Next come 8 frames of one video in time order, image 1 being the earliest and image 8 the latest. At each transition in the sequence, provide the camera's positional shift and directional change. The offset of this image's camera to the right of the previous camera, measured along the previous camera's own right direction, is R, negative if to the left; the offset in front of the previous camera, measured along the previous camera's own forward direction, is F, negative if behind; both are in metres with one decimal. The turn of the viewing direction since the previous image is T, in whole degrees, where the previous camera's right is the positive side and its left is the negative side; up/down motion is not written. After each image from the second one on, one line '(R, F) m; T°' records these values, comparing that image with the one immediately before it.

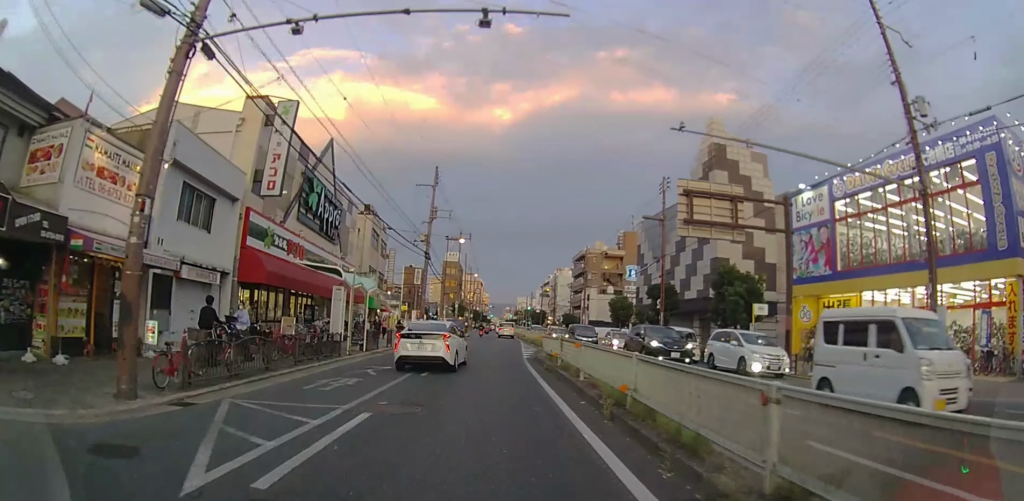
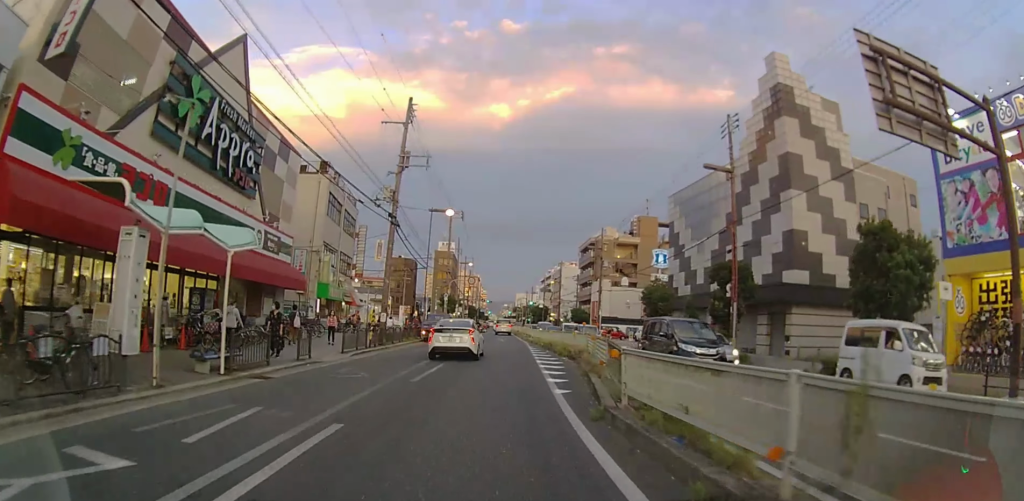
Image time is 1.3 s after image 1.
(0.0, +12.2) m; 0°
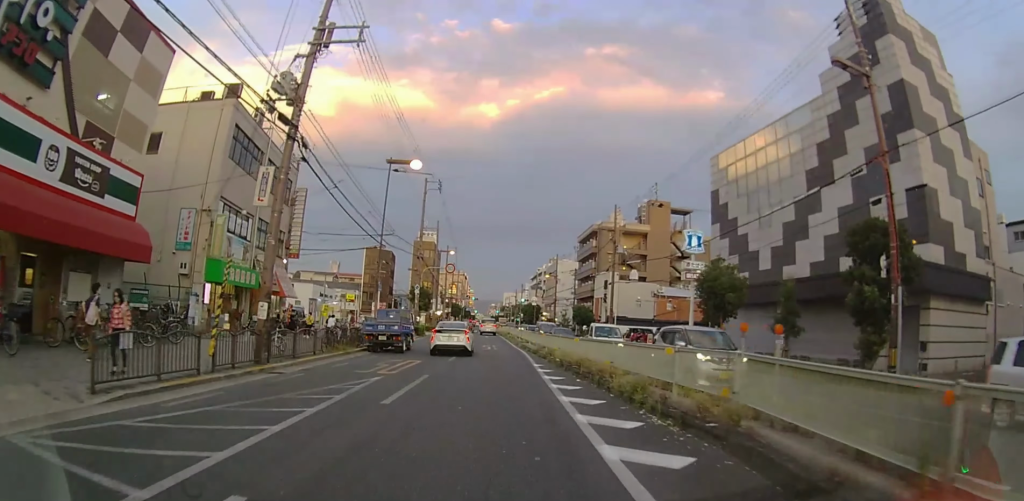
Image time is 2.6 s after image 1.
(0.0, +12.2) m; 0°
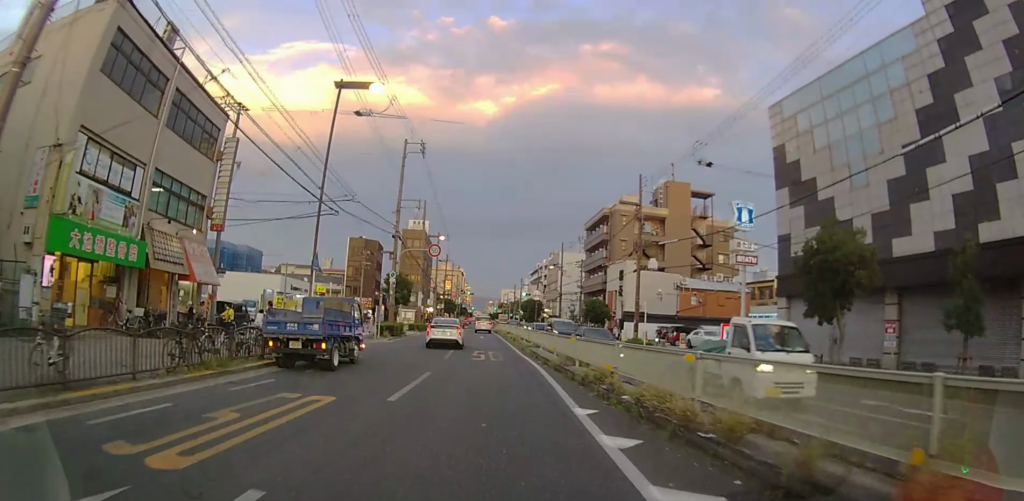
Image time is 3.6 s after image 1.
(0.0, +9.7) m; 0°
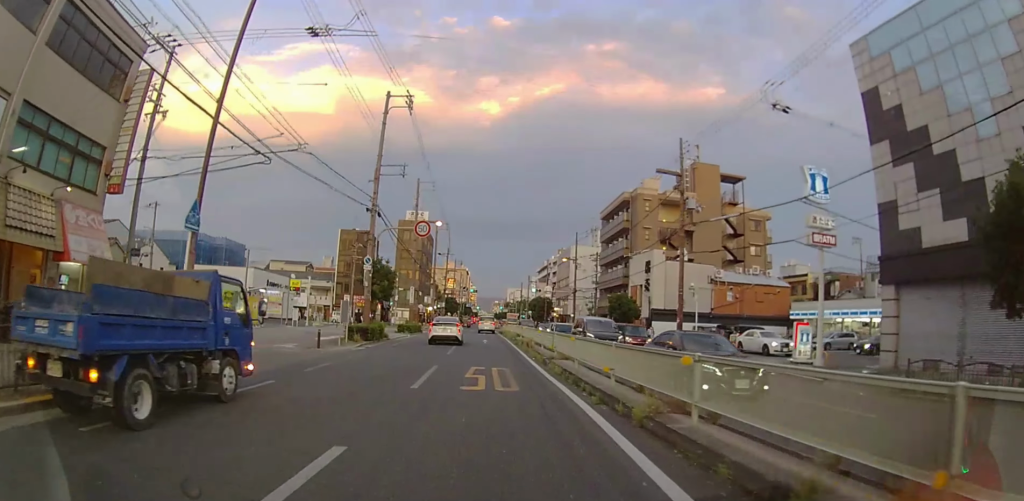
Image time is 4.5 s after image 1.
(0.0, +8.3) m; 0°
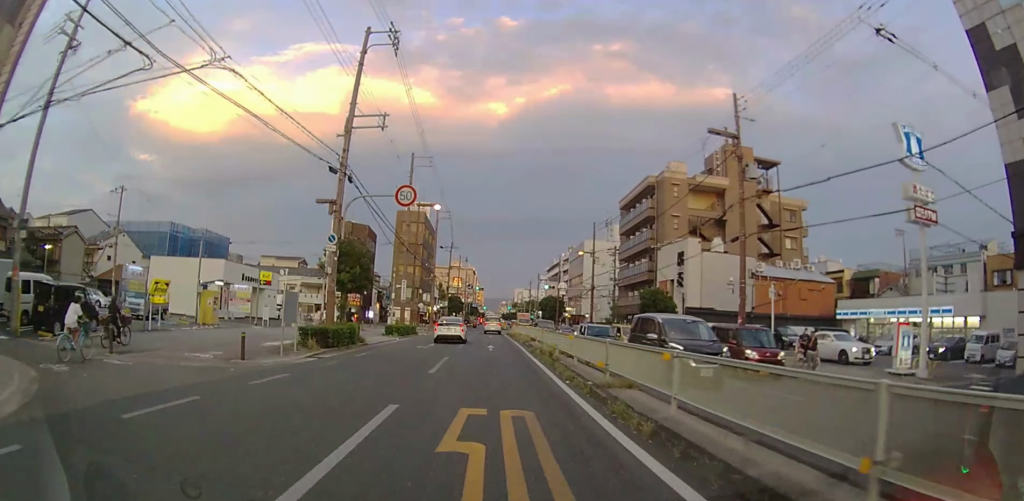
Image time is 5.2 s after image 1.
(0.0, +7.5) m; -1°
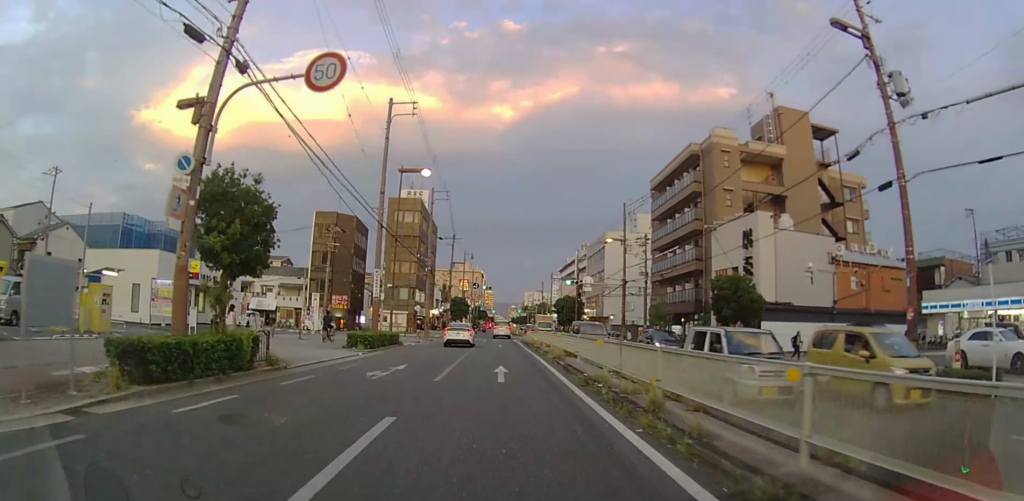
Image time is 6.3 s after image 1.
(-0.2, +11.1) m; -1°
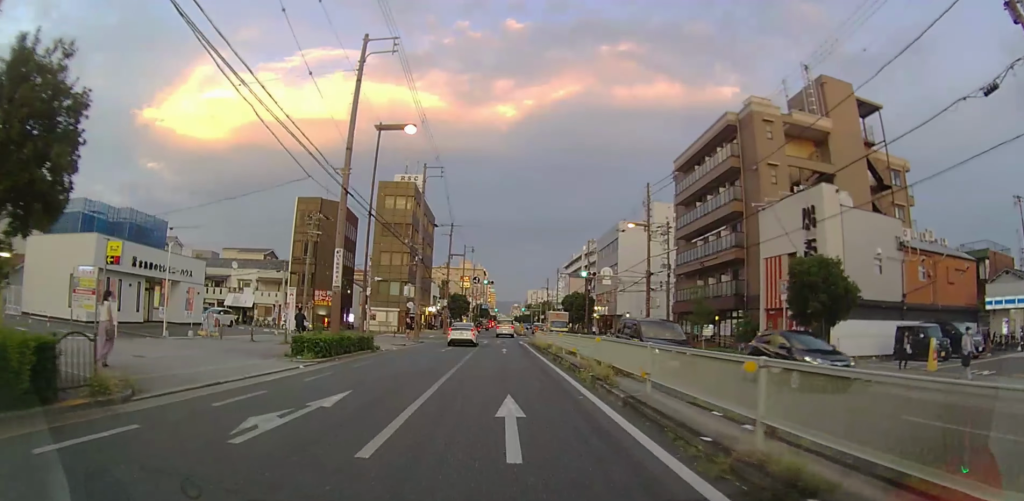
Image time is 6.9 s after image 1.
(-0.2, +7.0) m; 0°
